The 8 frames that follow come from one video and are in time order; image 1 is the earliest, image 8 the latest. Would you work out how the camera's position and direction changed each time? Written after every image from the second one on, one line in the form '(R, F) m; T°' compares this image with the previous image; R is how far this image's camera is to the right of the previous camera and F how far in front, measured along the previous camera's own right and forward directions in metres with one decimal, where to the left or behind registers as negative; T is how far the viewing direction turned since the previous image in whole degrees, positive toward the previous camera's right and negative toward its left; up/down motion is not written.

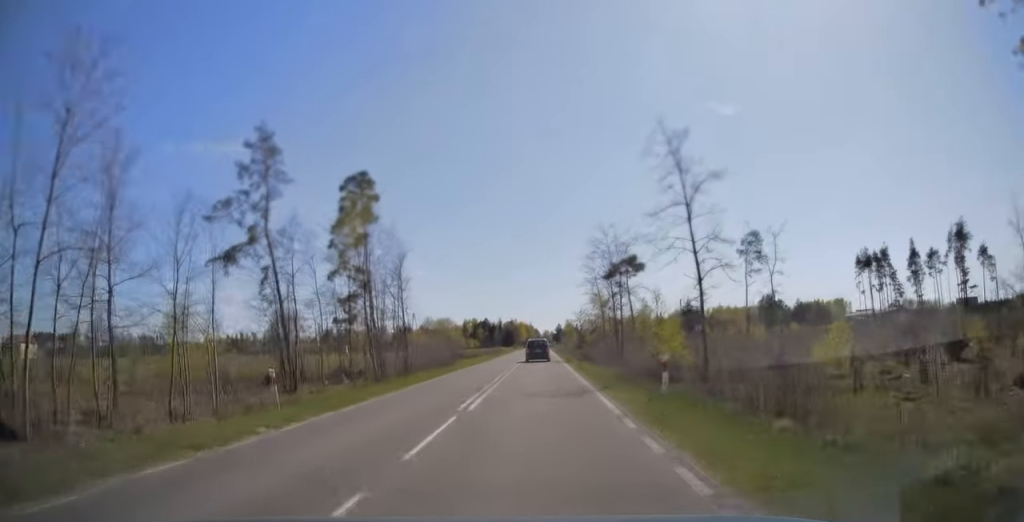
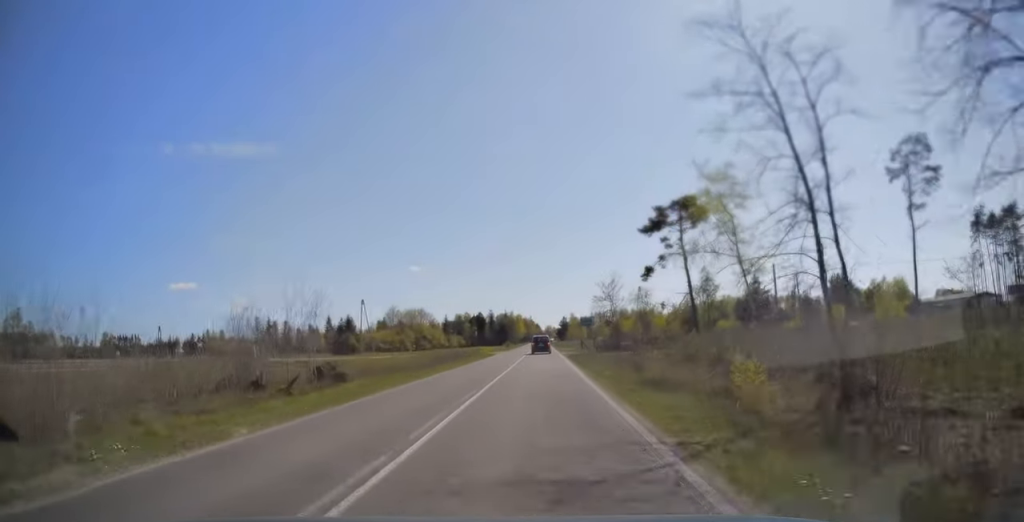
(0.0, +45.0) m; 0°
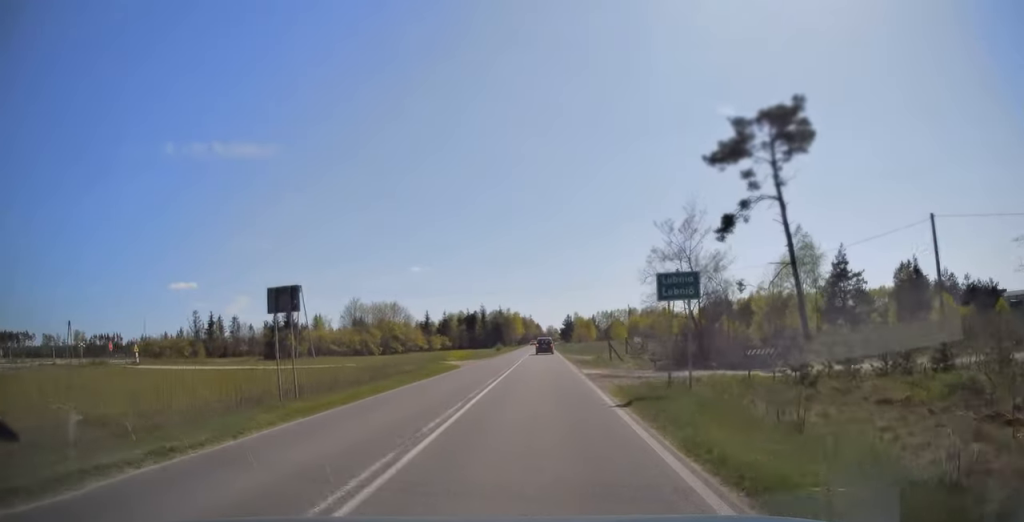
(0.0, +29.2) m; 0°
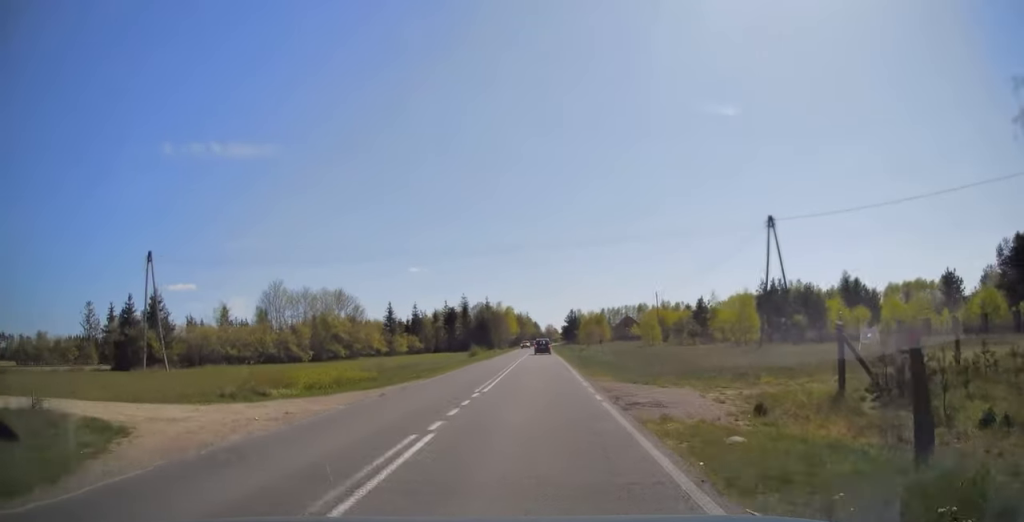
(0.0, +33.6) m; 0°
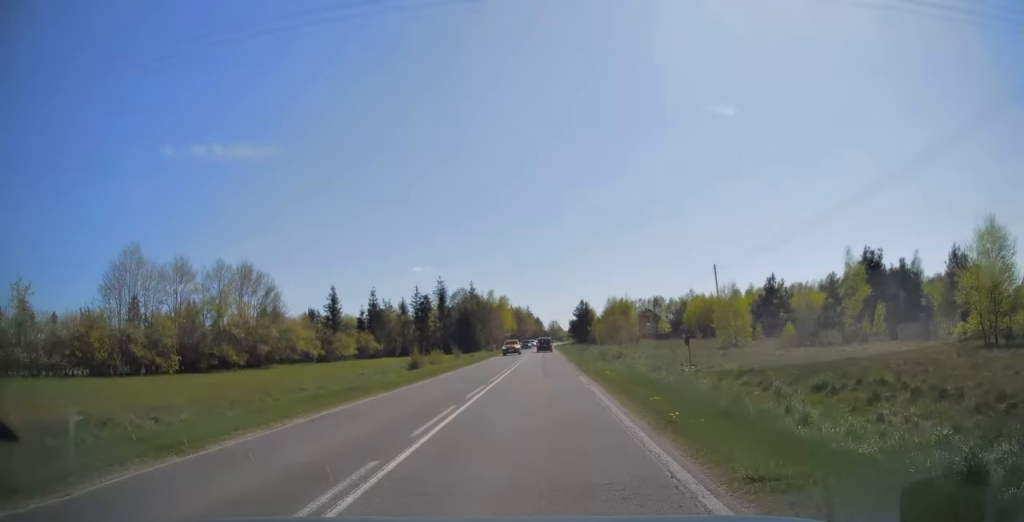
(-0.1, +31.4) m; 0°
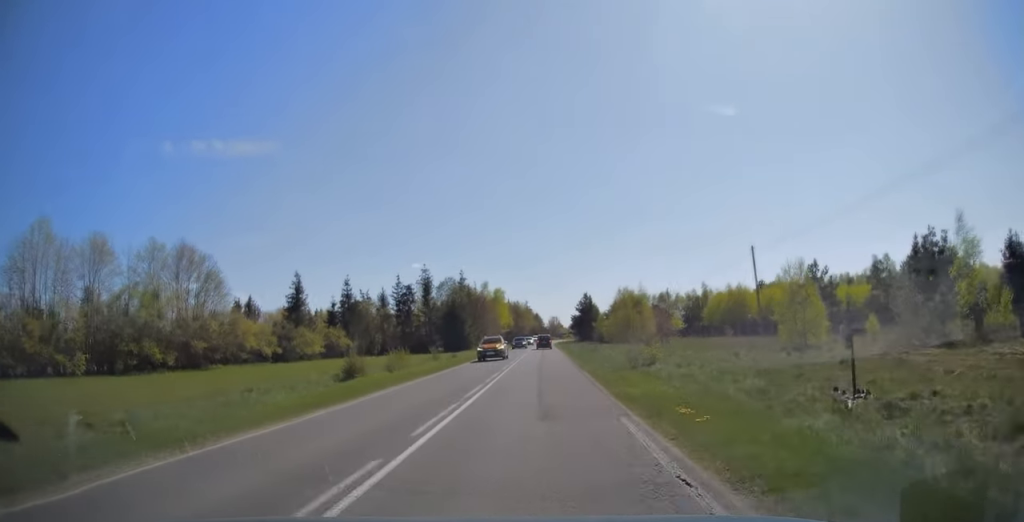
(0.0, +11.9) m; 0°
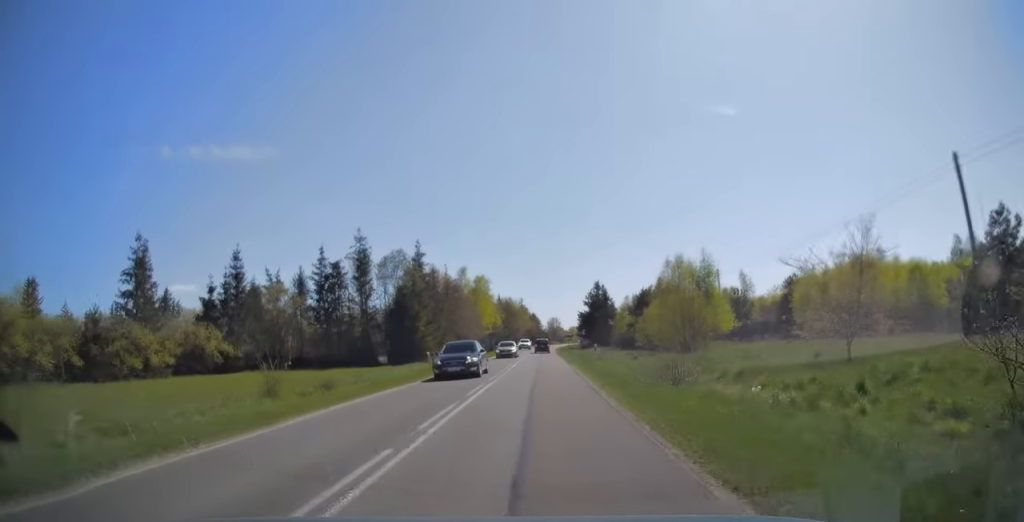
(+0.1, +28.5) m; 0°
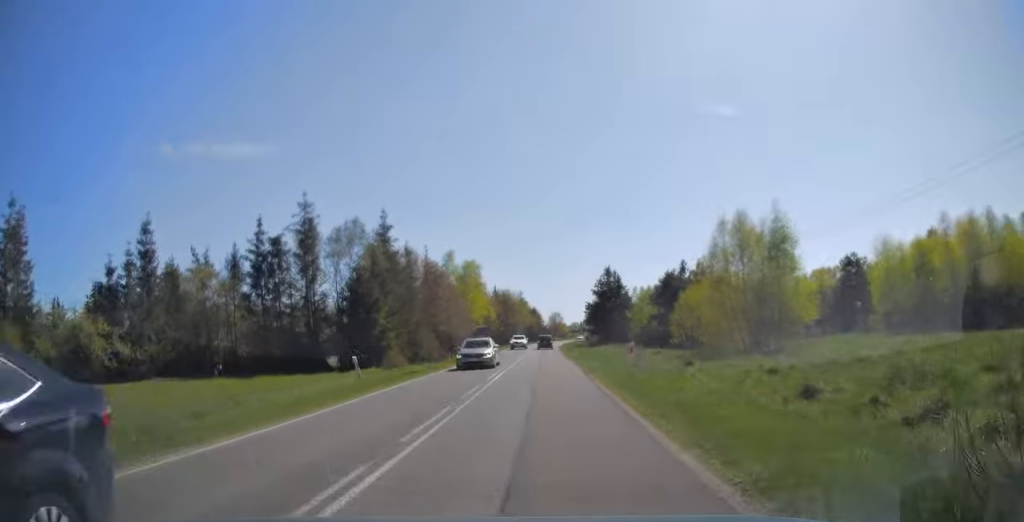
(-0.1, +12.8) m; 0°
